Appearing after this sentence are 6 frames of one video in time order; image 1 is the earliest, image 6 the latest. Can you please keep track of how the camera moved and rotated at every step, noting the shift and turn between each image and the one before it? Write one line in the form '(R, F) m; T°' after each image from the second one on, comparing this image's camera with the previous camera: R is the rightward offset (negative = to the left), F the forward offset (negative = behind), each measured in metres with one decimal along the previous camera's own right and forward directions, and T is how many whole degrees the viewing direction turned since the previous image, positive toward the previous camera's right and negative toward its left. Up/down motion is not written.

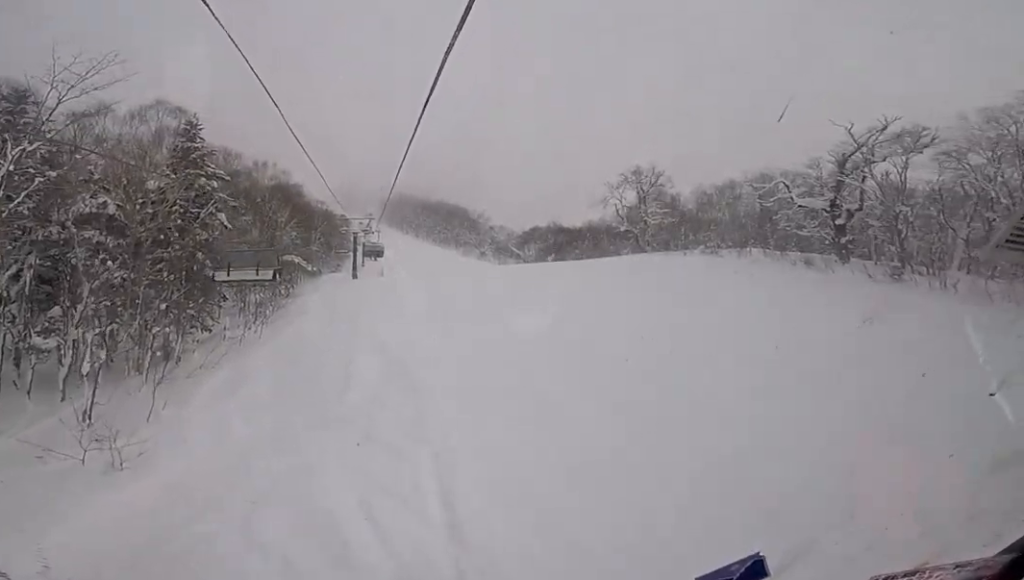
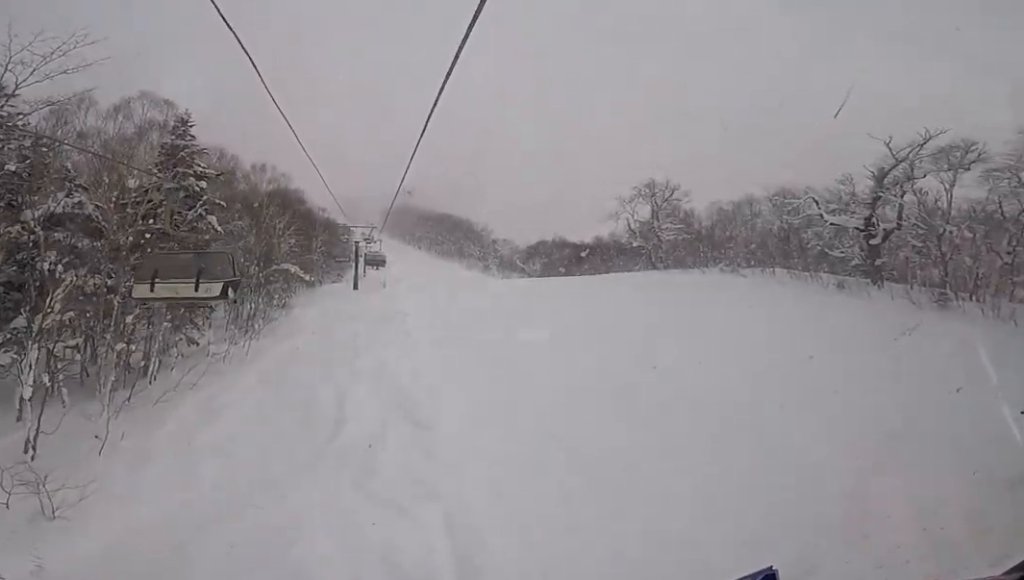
(+0.4, +2.8) m; 0°
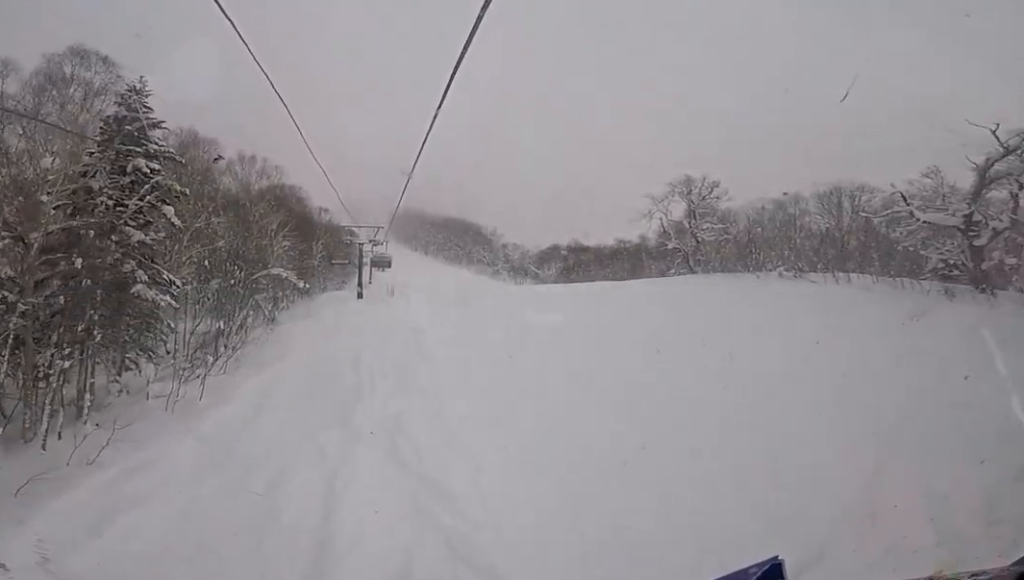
(-1.1, +7.4) m; -2°
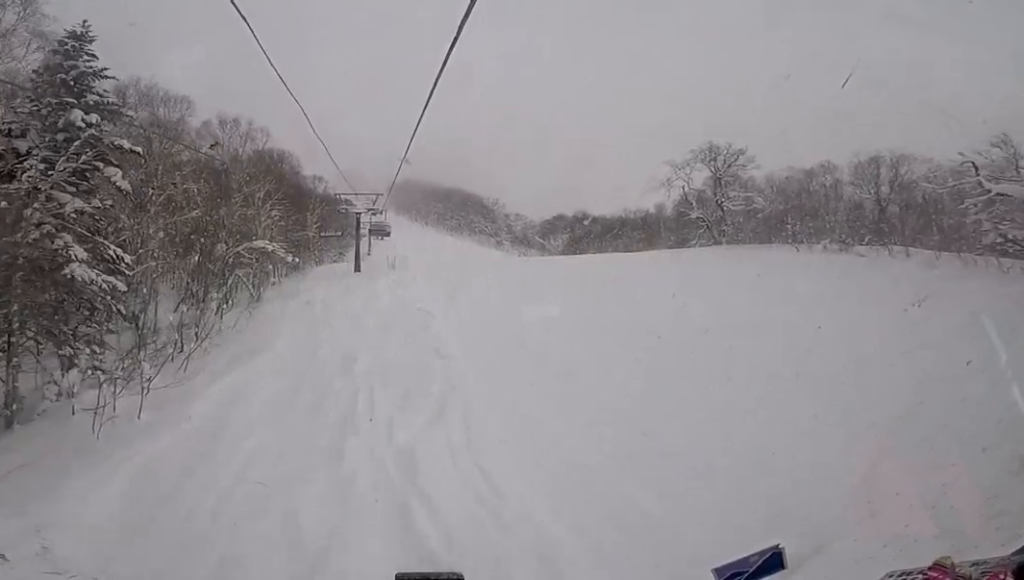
(+0.6, +4.8) m; +2°
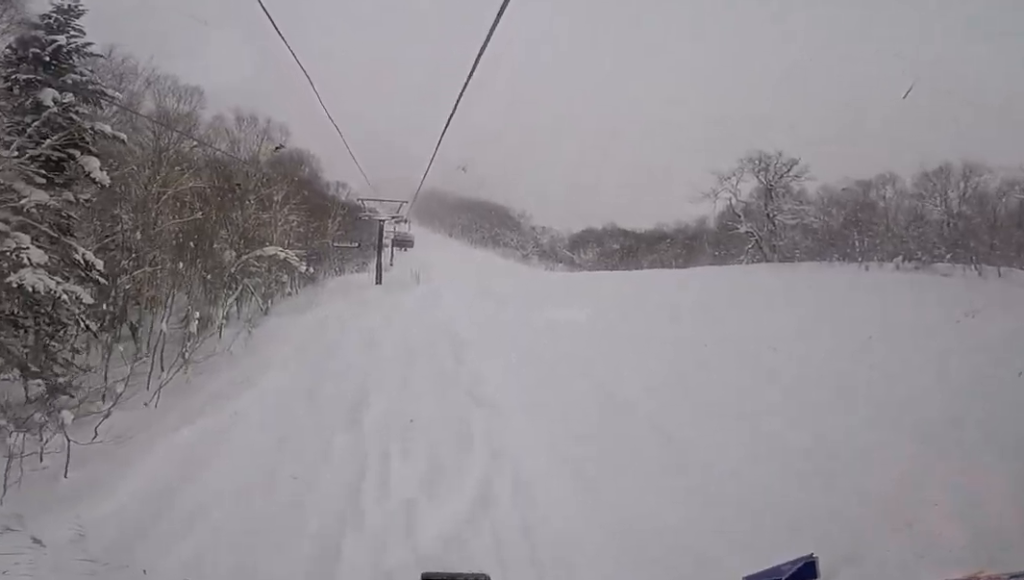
(-0.4, +3.8) m; -6°
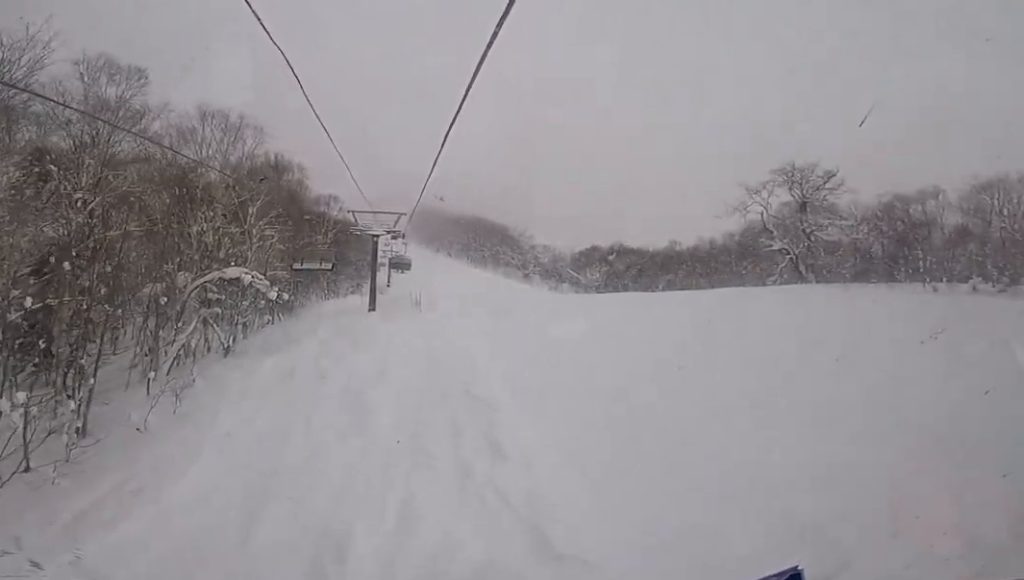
(0.0, +6.5) m; +7°
